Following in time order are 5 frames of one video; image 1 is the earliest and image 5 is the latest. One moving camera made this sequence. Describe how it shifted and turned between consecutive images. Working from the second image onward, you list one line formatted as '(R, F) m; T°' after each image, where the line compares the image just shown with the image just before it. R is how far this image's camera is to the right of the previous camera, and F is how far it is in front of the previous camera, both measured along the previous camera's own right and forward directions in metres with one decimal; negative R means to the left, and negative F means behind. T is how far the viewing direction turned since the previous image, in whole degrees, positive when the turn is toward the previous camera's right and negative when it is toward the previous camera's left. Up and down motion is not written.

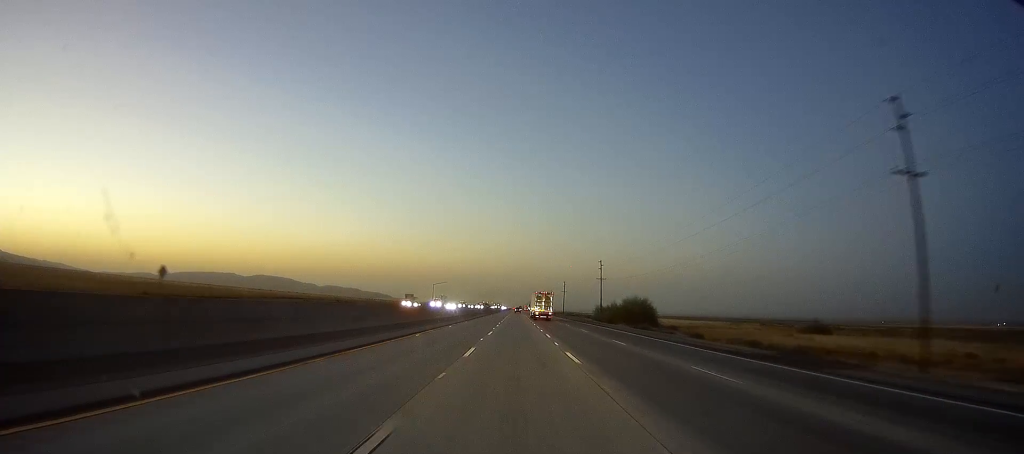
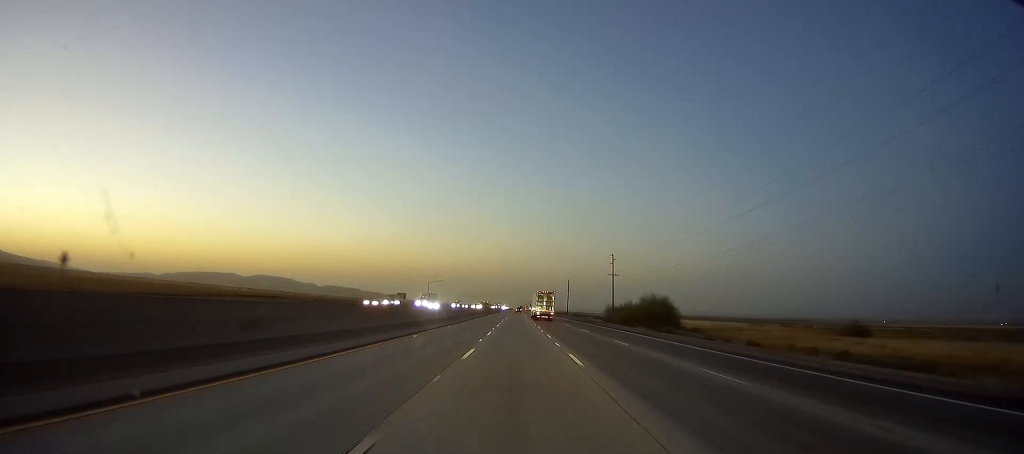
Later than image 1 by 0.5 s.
(-0.3, +15.3) m; 0°
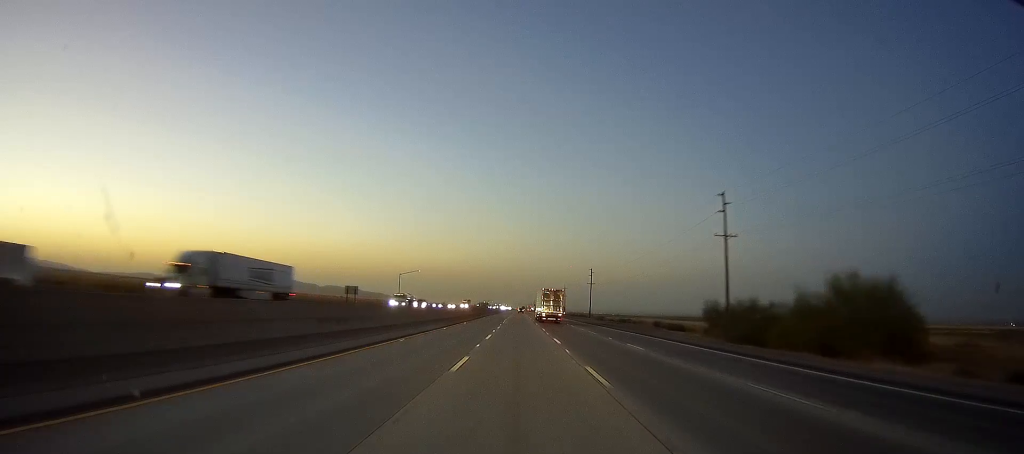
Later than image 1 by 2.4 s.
(0.0, +62.0) m; -1°
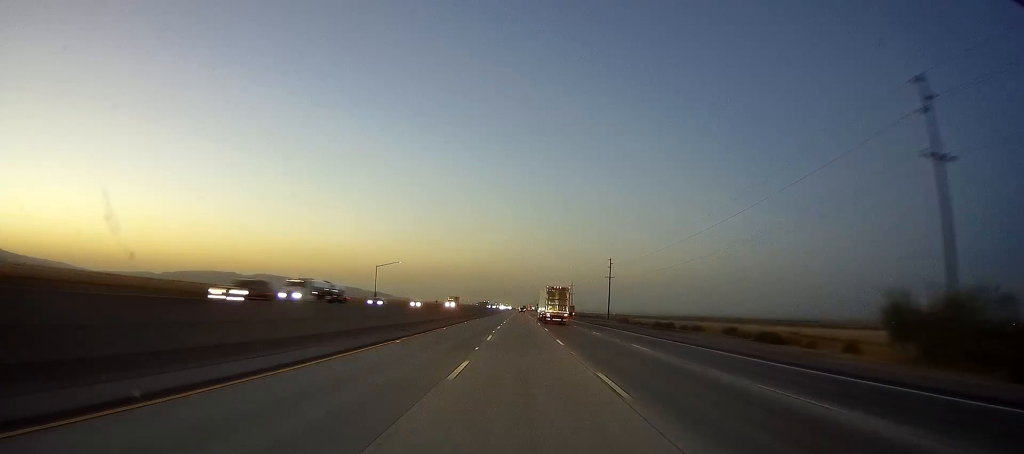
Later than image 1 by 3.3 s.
(-0.1, +30.4) m; +1°
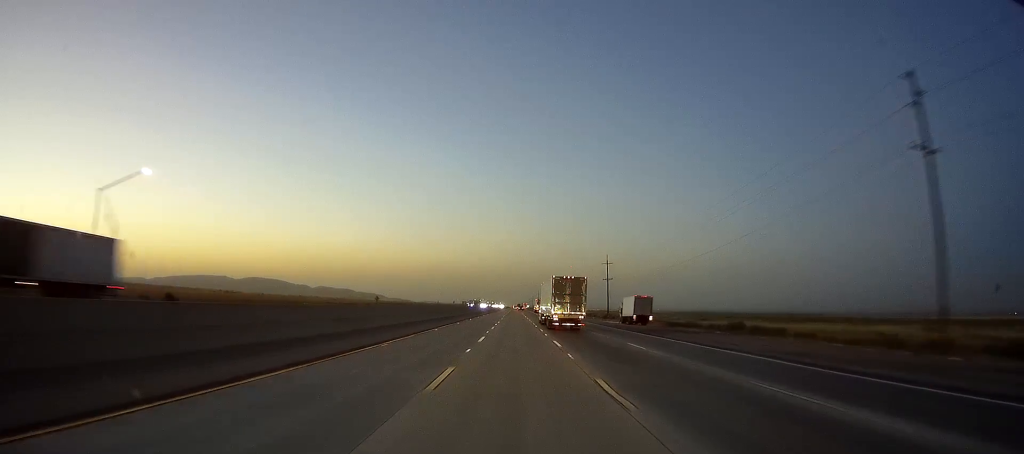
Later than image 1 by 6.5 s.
(+1.3, +103.0) m; 0°
